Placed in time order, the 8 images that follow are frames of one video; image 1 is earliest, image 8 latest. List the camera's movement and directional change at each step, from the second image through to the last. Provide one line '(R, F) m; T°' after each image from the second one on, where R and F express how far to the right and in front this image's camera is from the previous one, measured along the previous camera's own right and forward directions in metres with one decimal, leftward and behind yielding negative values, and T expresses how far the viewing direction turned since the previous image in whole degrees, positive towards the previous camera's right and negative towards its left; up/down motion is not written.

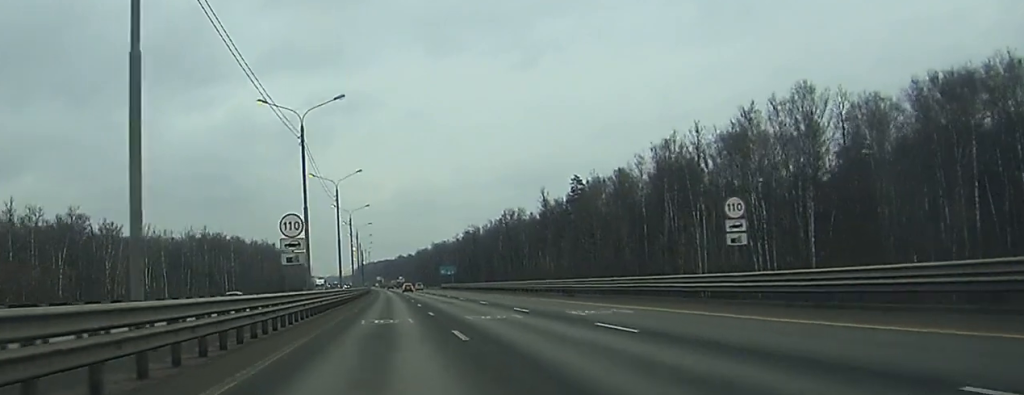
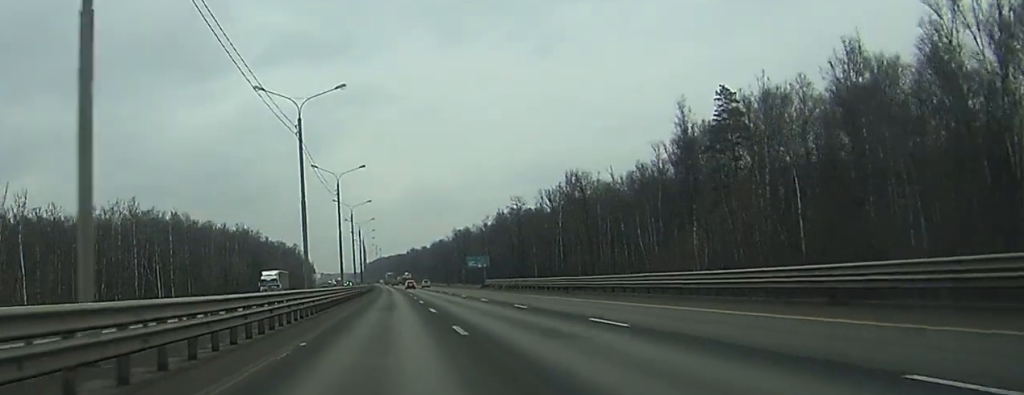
(-0.5, +79.4) m; -1°
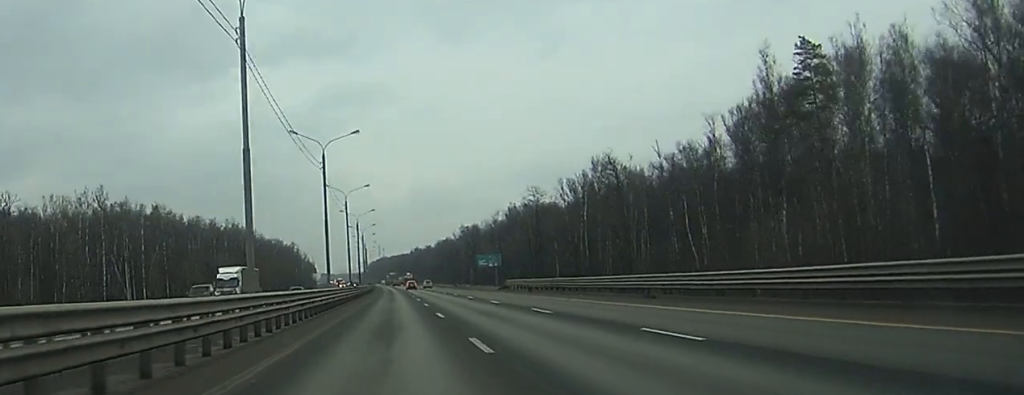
(0.0, +21.2) m; 0°
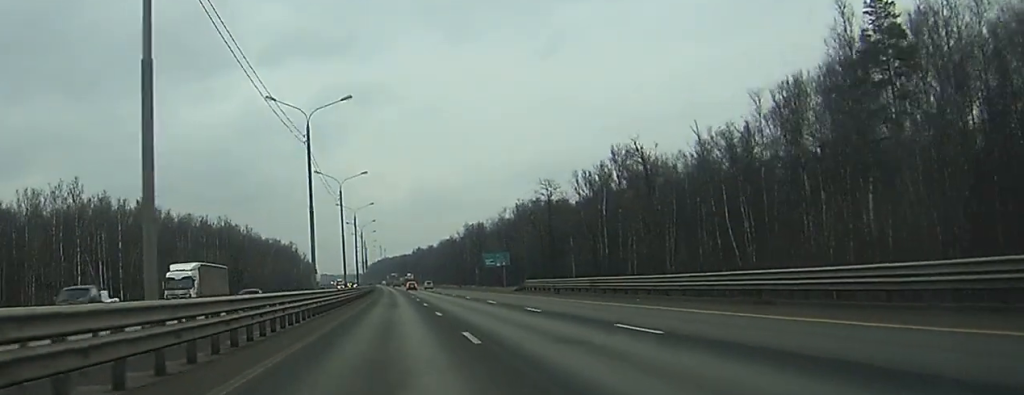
(0.0, +13.4) m; 0°
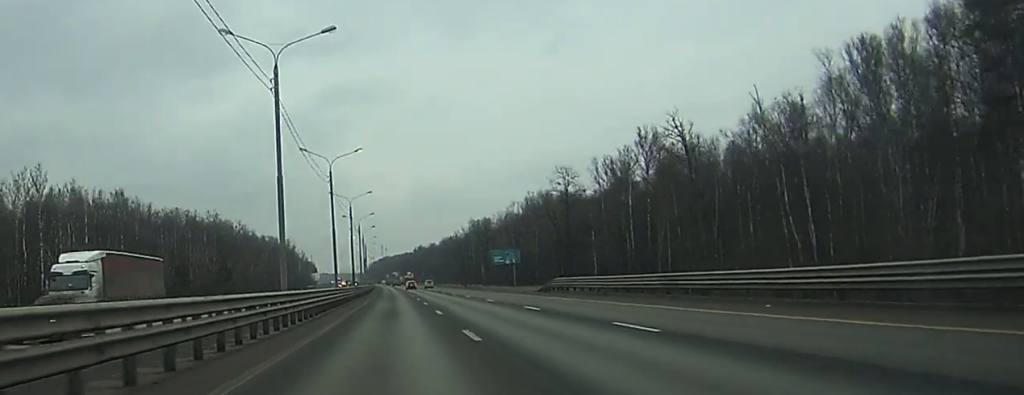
(0.0, +15.7) m; 0°
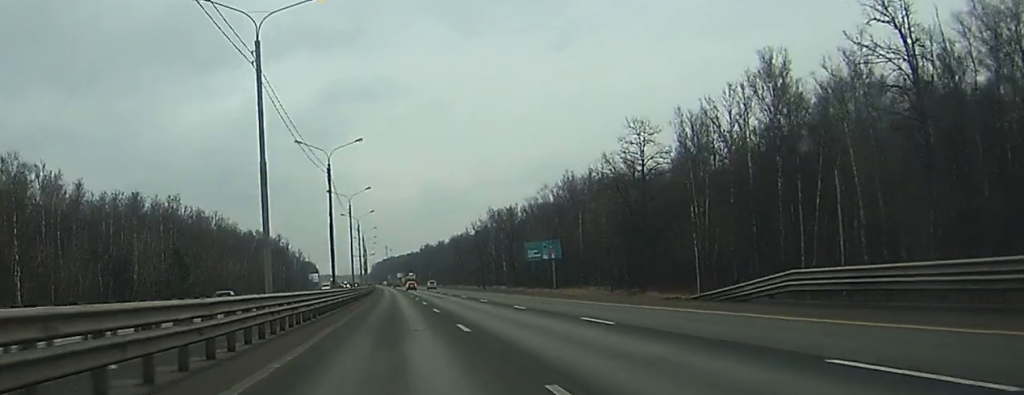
(-0.1, +43.5) m; 0°
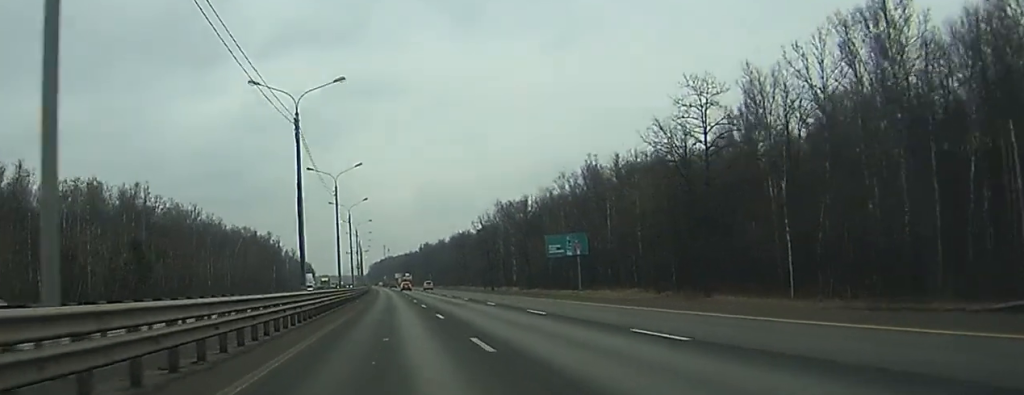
(0.0, +22.3) m; 0°
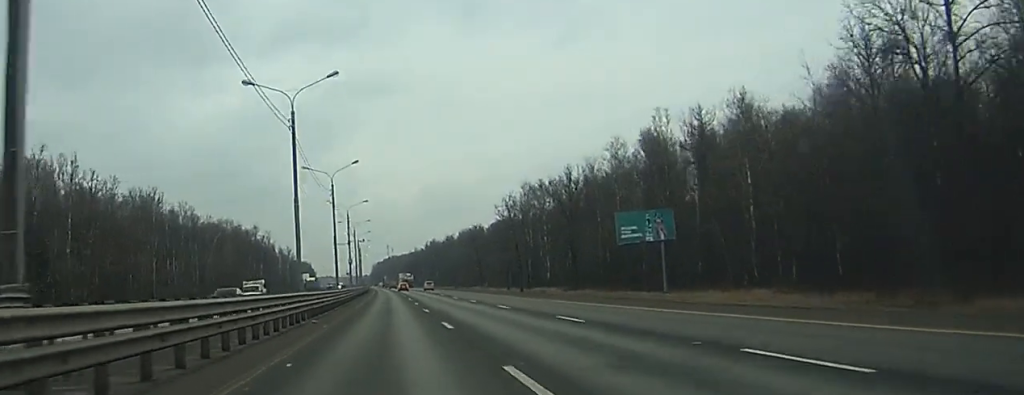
(0.0, +39.2) m; 0°
